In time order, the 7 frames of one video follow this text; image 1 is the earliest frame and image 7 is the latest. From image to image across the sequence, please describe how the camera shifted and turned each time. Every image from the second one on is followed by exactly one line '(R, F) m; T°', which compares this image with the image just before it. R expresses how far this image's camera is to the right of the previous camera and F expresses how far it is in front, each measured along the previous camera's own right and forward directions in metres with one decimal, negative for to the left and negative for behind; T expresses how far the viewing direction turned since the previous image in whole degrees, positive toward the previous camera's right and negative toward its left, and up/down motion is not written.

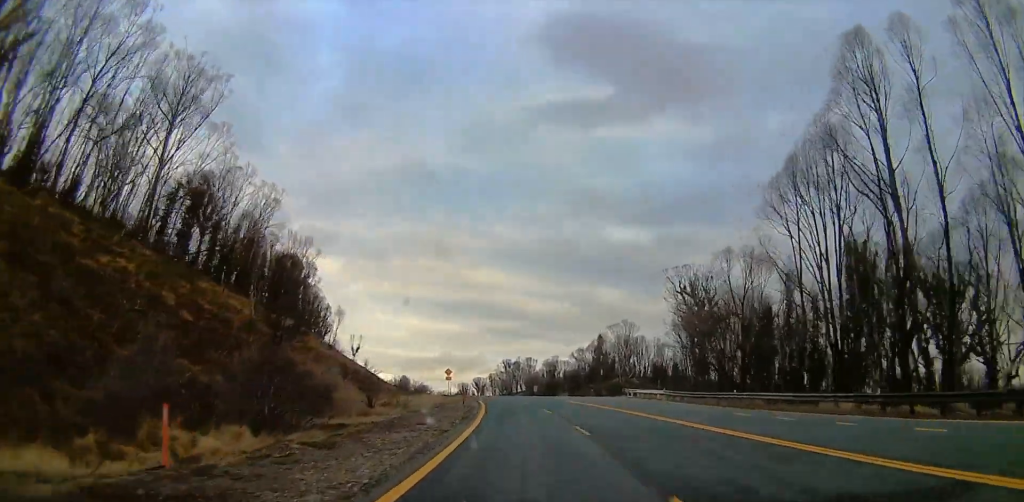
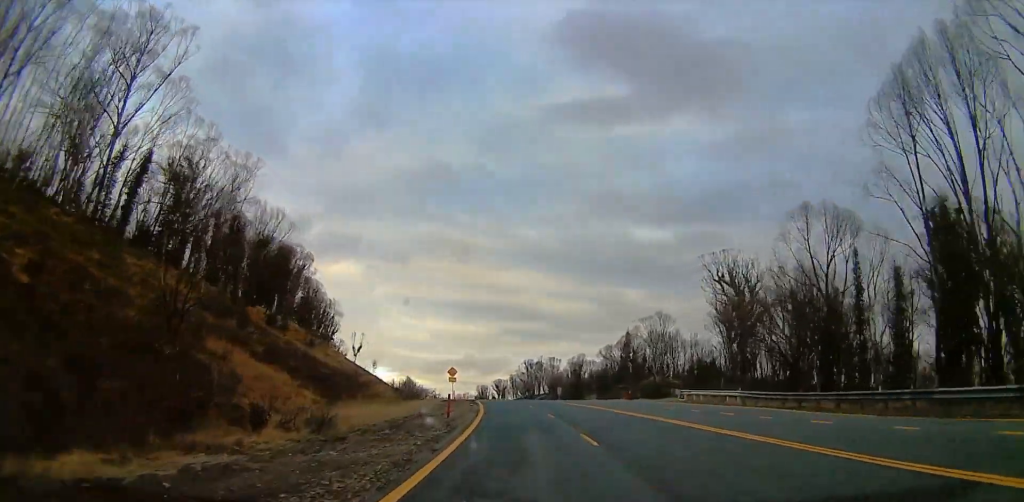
(+0.3, +14.7) m; -2°
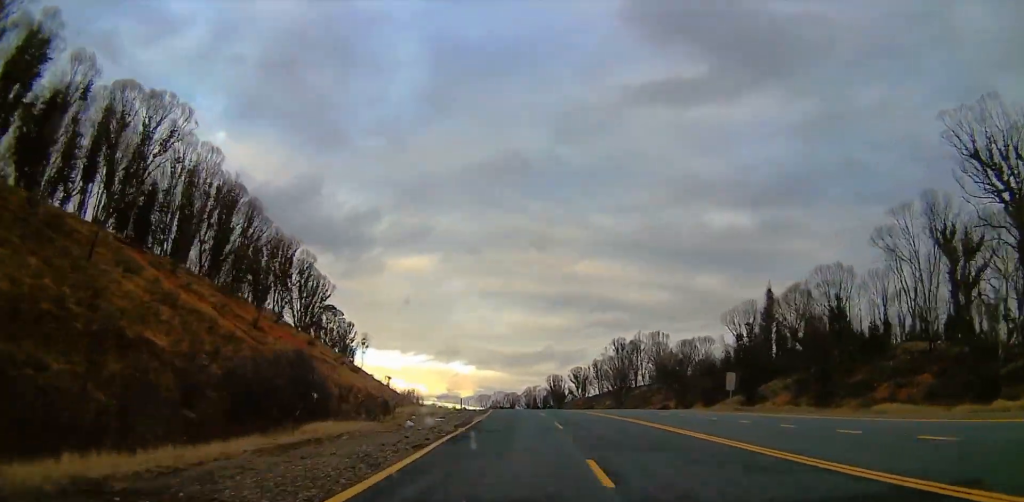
(-5.2, +67.5) m; -9°
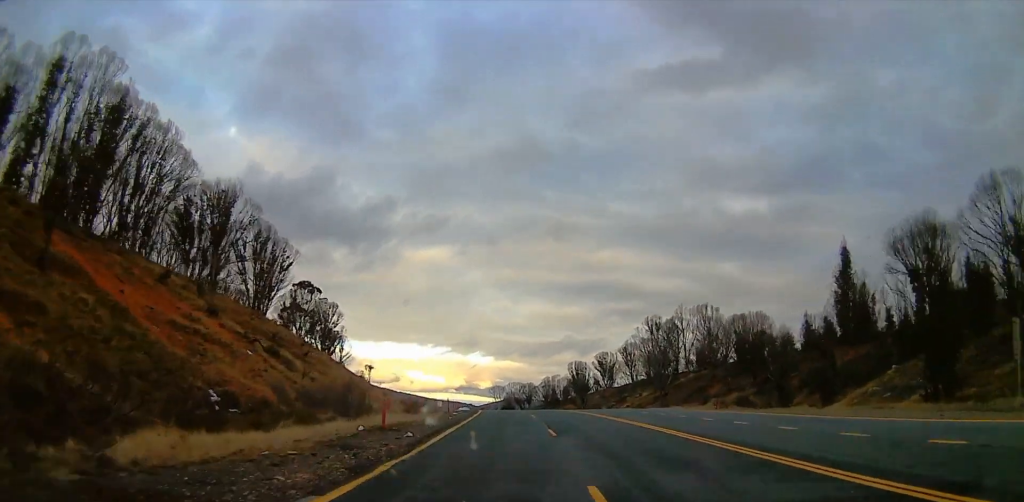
(-0.9, +28.0) m; -2°
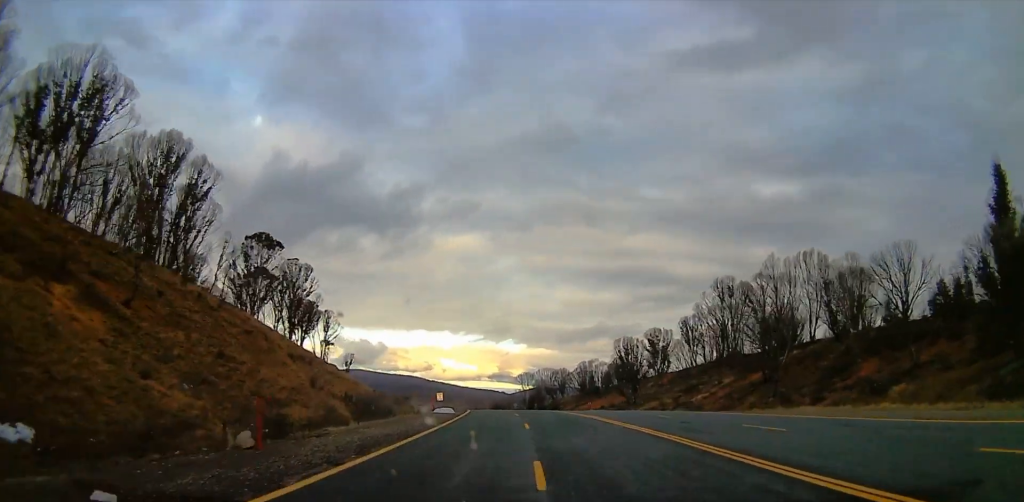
(-0.2, +35.9) m; -1°
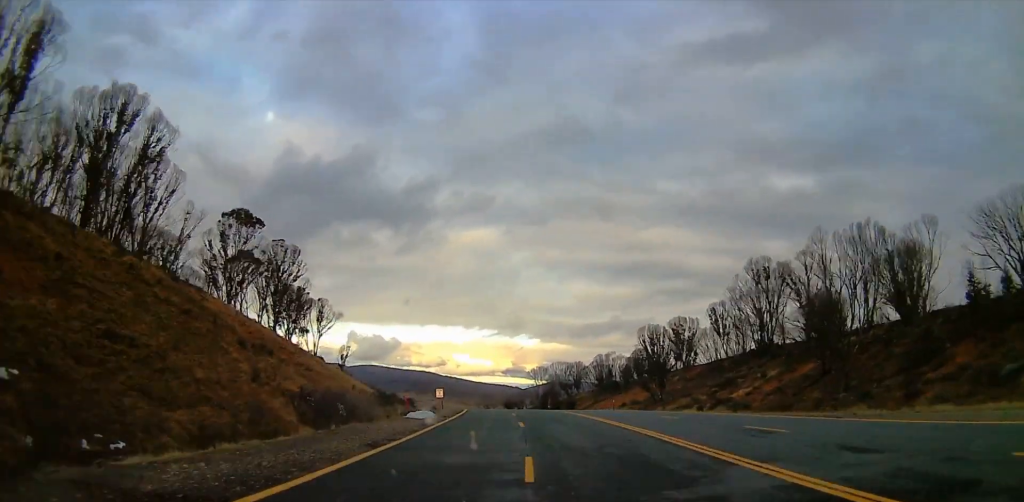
(+0.2, +12.8) m; -3°
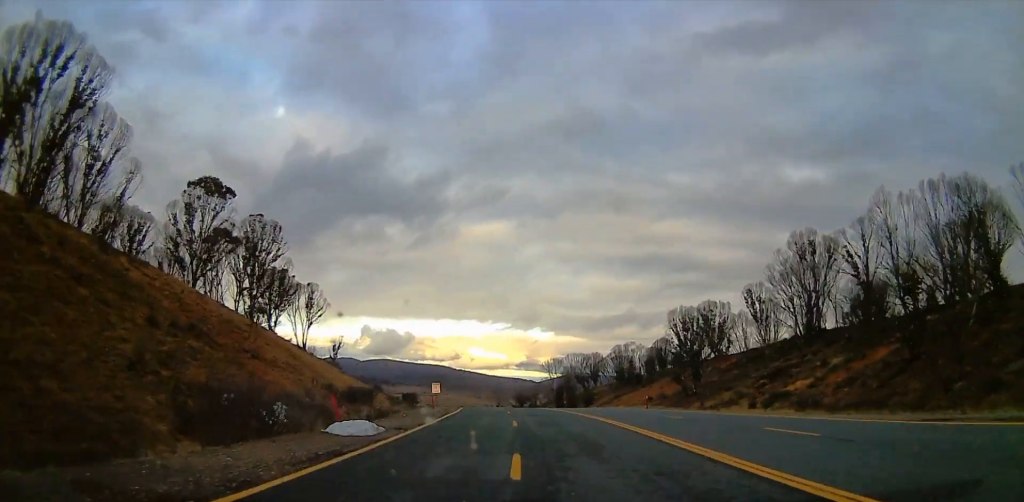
(+0.4, +12.7) m; -3°
